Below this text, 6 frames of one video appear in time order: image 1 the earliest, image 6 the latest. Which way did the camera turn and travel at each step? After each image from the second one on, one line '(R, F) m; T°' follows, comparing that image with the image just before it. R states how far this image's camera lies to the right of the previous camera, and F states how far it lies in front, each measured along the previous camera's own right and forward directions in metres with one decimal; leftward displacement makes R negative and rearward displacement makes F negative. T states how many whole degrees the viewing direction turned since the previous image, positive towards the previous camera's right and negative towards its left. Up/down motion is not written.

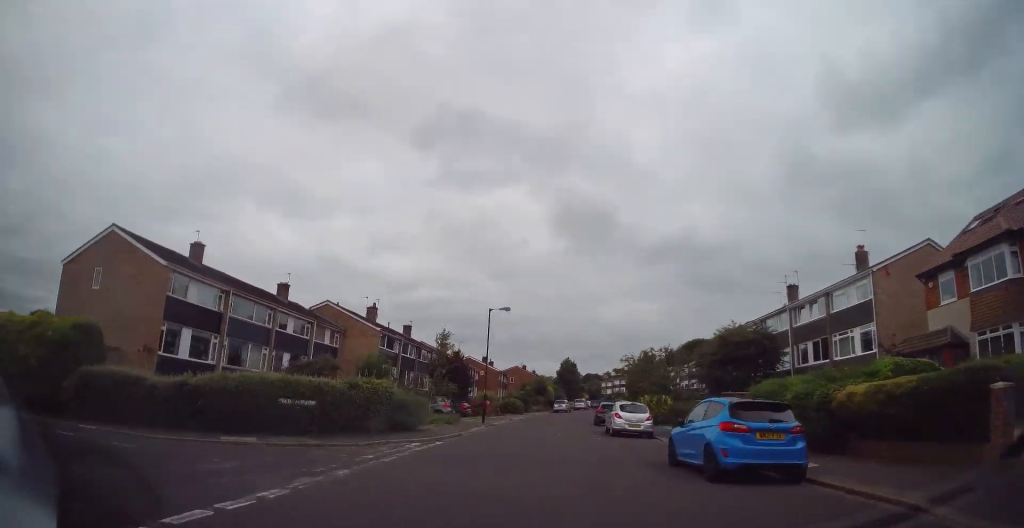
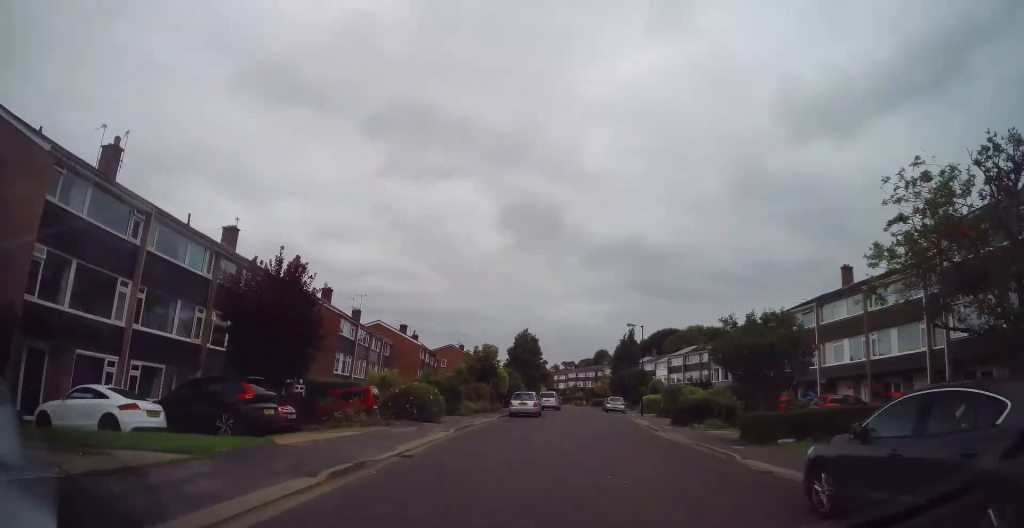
(+1.7, +31.4) m; +9°
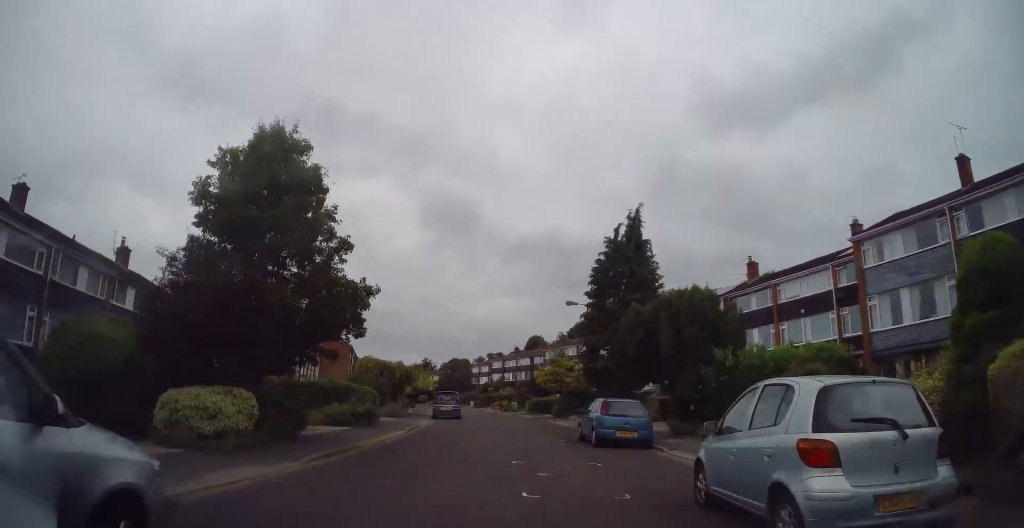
(+3.0, +45.4) m; +3°
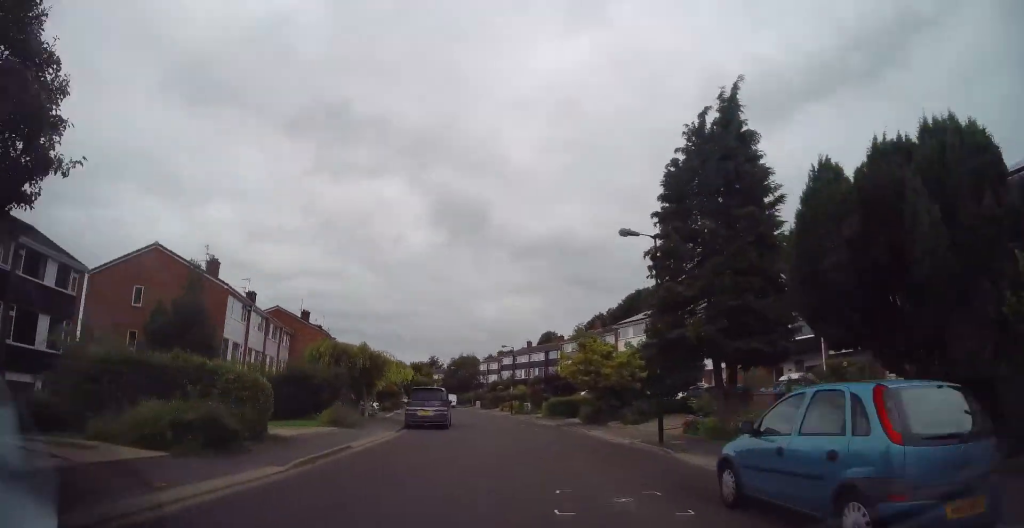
(+0.4, +11.3) m; -2°
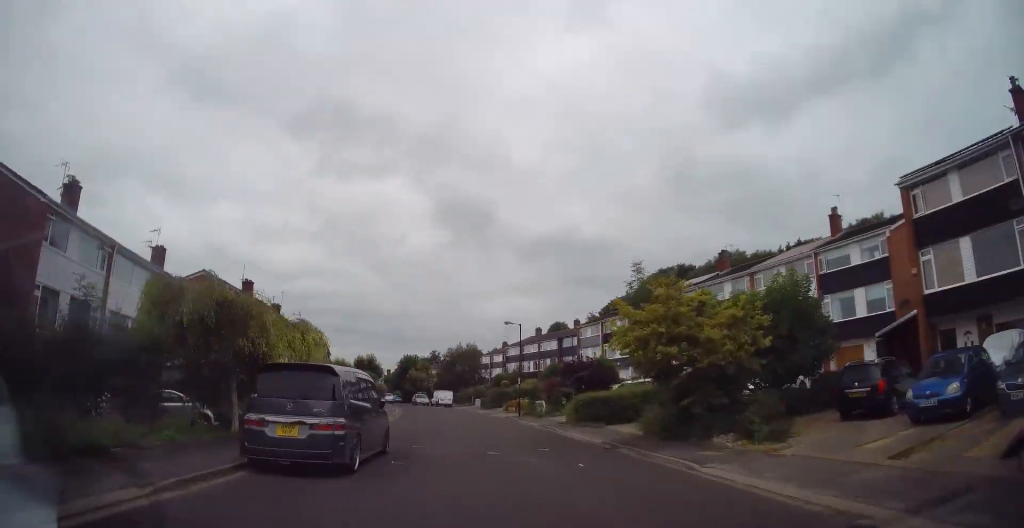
(-0.2, +13.1) m; -4°
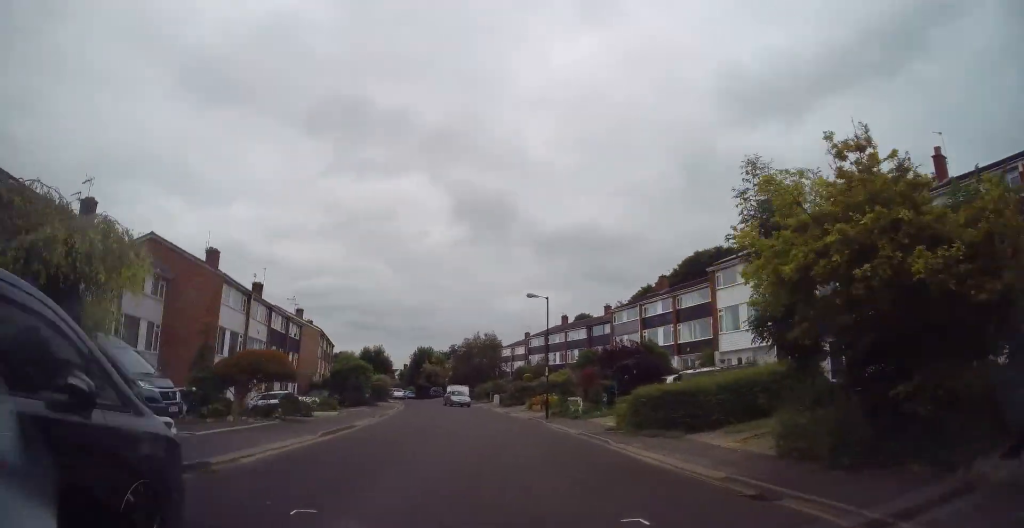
(-0.3, +8.4) m; -4°
